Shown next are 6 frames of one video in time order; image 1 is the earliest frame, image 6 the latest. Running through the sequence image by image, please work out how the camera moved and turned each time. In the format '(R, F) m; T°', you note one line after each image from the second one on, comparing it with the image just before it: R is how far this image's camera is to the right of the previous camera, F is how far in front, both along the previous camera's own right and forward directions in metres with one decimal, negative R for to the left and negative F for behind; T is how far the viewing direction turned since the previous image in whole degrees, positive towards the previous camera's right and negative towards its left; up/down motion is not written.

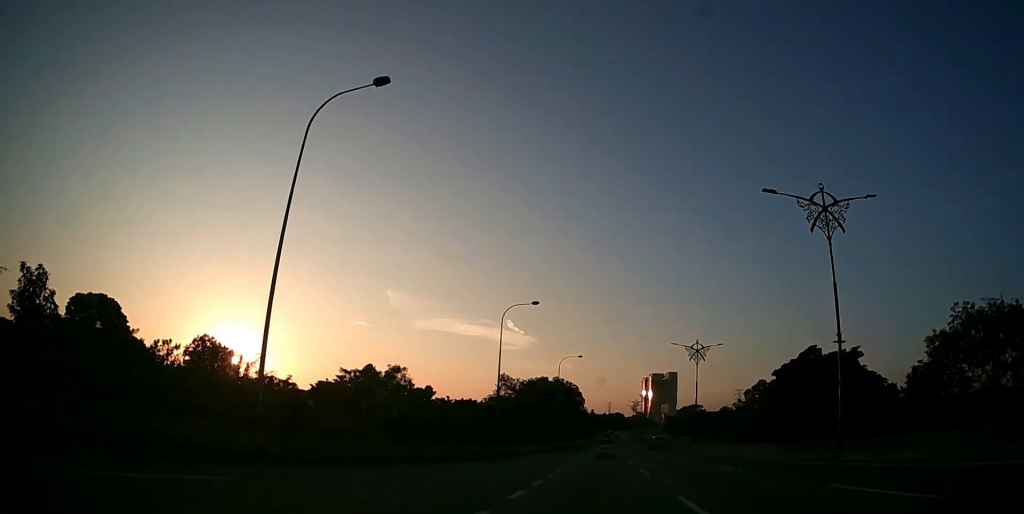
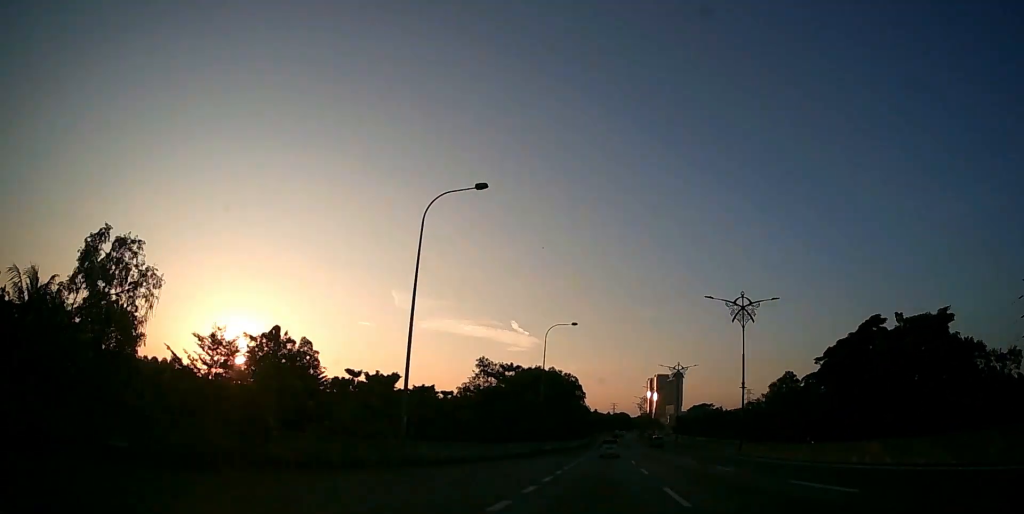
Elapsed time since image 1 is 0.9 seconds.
(0.0, +21.1) m; 0°
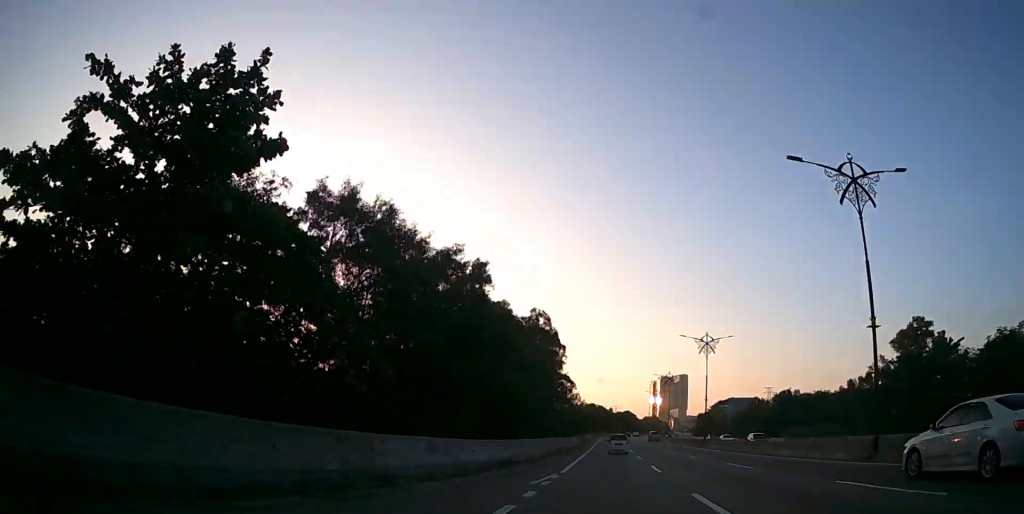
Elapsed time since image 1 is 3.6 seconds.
(-0.5, +63.3) m; -1°
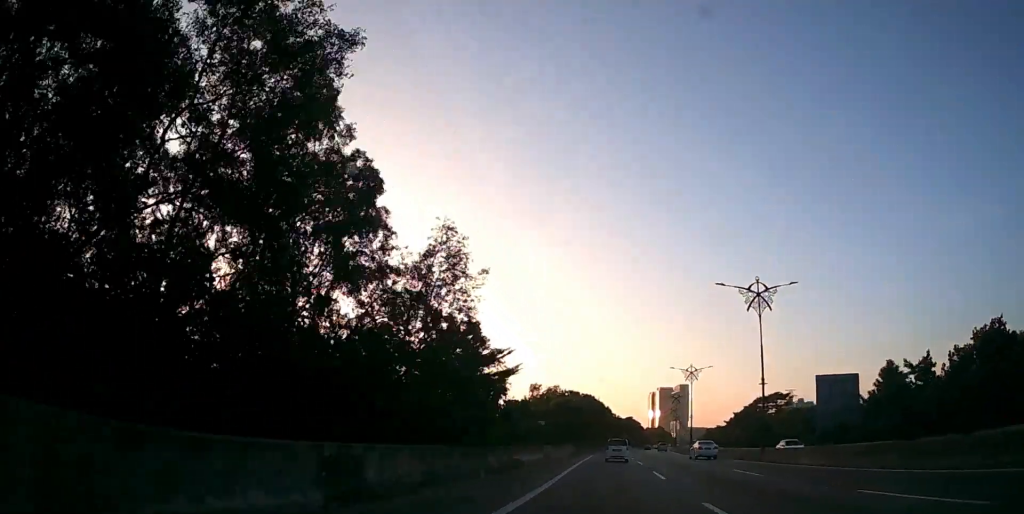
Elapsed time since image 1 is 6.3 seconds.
(+0.4, +64.0) m; +1°
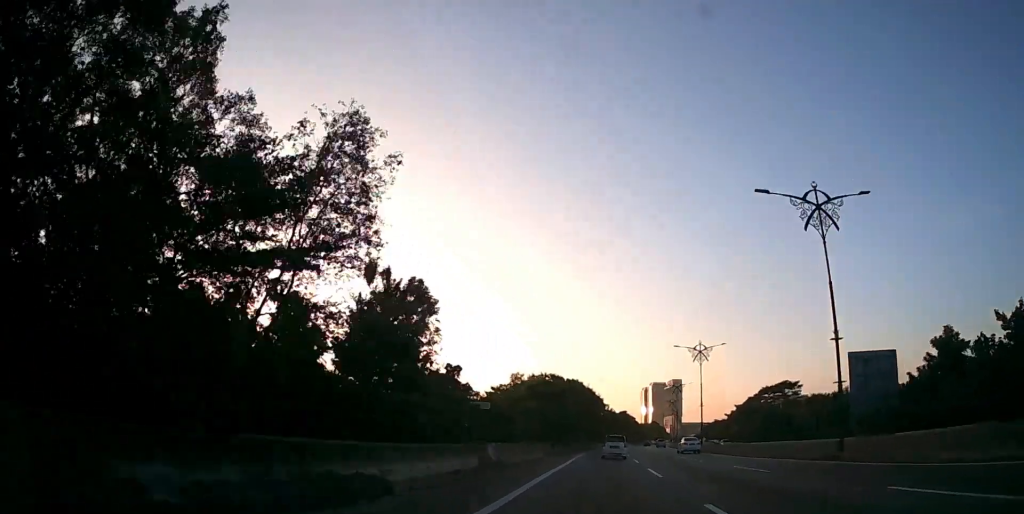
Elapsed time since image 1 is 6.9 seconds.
(0.0, +14.4) m; 0°
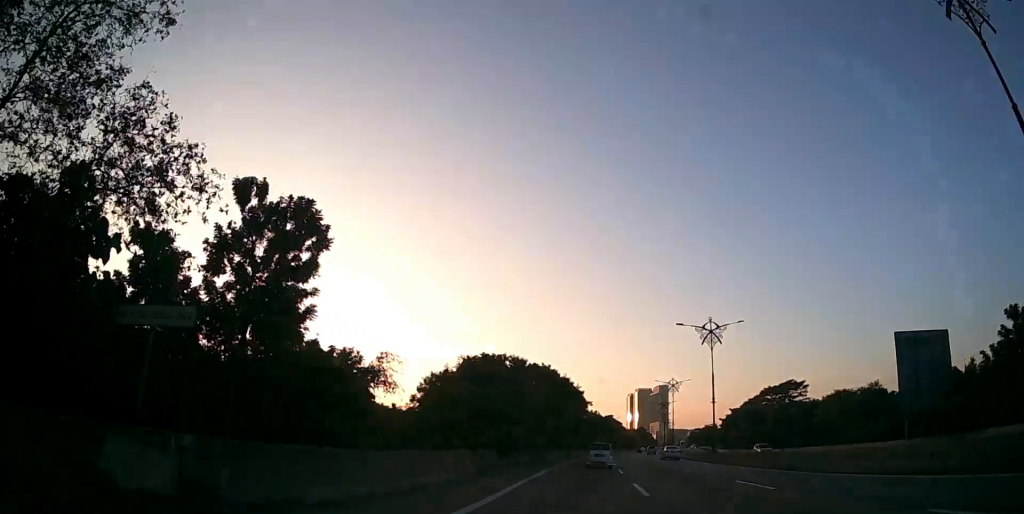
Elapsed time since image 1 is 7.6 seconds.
(0.0, +15.2) m; 0°
